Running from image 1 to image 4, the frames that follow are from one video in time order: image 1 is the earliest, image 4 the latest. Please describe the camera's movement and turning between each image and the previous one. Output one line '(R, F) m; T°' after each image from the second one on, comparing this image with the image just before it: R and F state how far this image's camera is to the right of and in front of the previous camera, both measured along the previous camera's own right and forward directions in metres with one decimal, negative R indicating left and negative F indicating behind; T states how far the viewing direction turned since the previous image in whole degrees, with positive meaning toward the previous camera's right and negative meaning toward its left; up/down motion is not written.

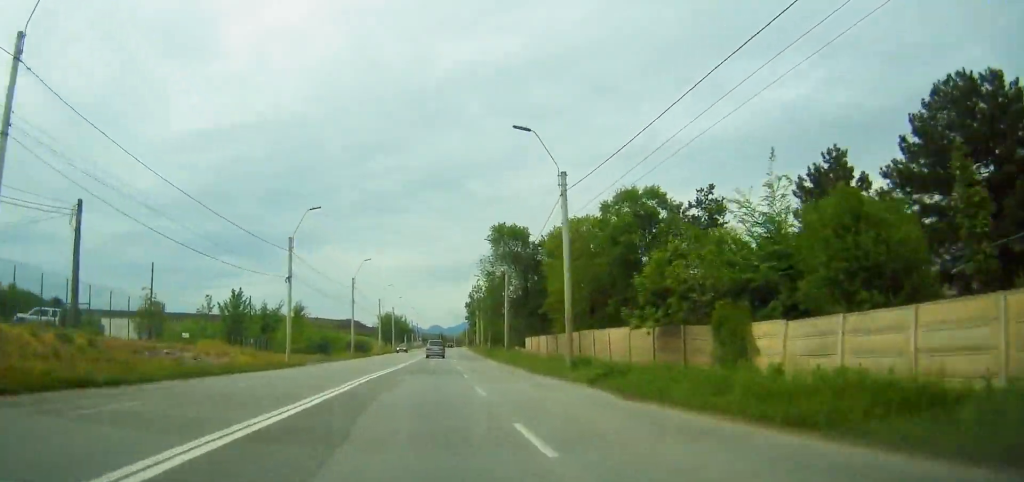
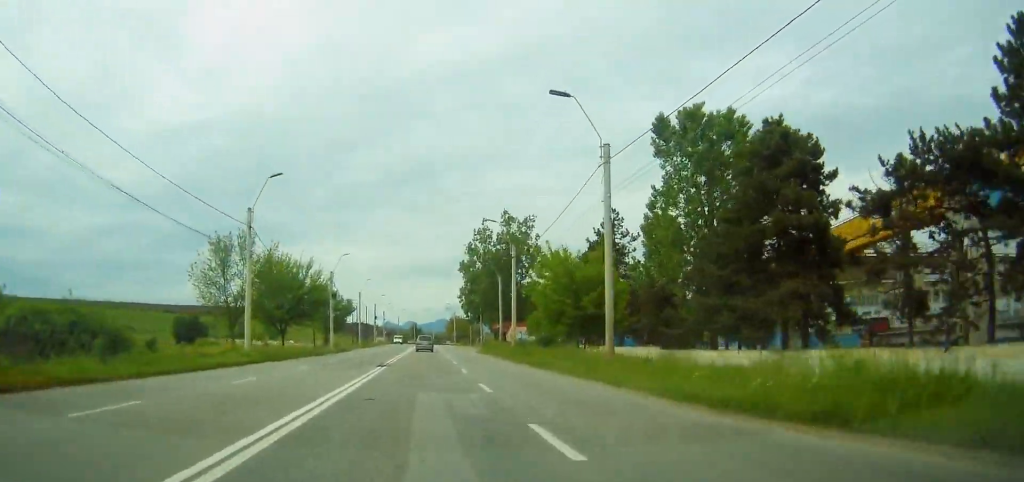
(+1.8, +91.5) m; +2°
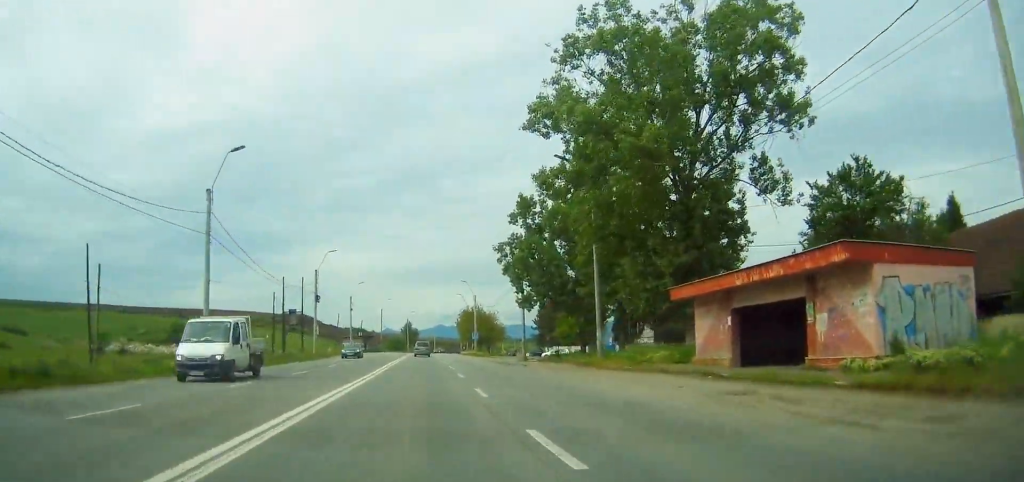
(+0.2, +73.6) m; 0°
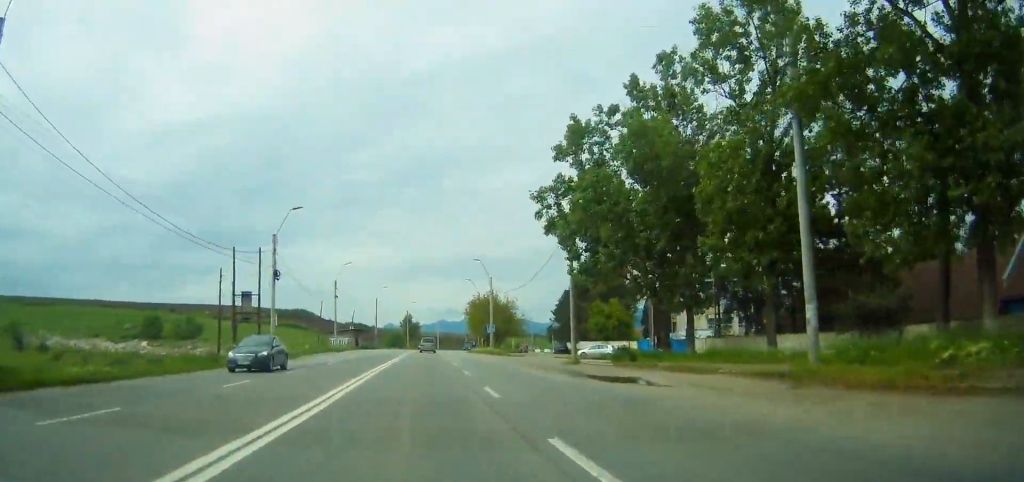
(-0.1, +19.3) m; 0°
